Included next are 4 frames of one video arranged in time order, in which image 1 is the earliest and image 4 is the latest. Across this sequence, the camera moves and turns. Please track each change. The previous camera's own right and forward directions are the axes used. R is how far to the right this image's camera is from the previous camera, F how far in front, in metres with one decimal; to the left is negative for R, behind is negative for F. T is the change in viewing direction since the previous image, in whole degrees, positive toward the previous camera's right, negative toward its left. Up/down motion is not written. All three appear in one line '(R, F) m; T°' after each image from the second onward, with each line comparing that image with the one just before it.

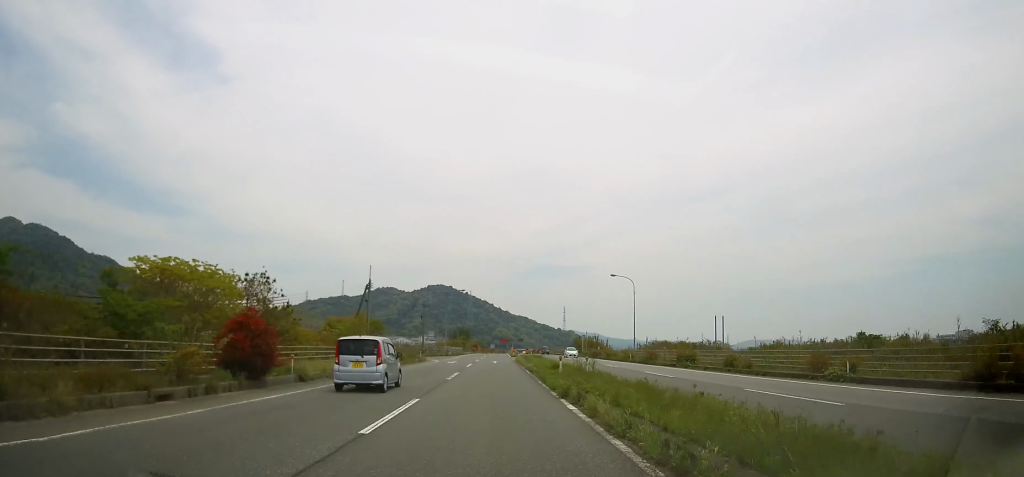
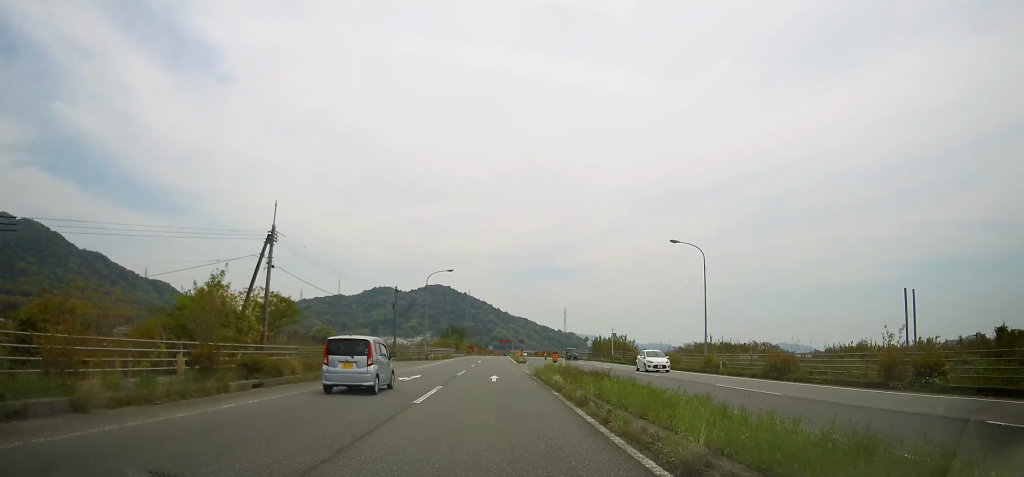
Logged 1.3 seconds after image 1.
(+0.1, +25.2) m; 0°
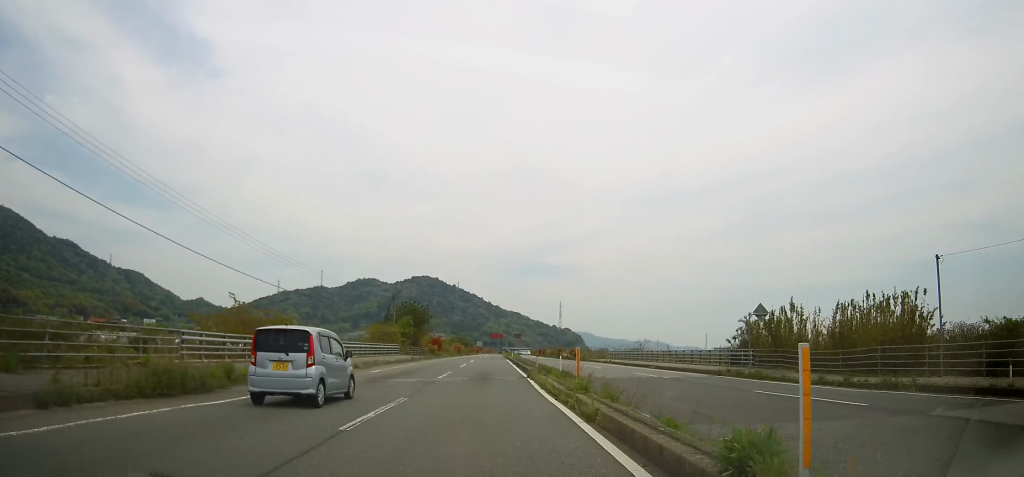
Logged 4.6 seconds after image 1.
(+0.5, +66.0) m; +1°
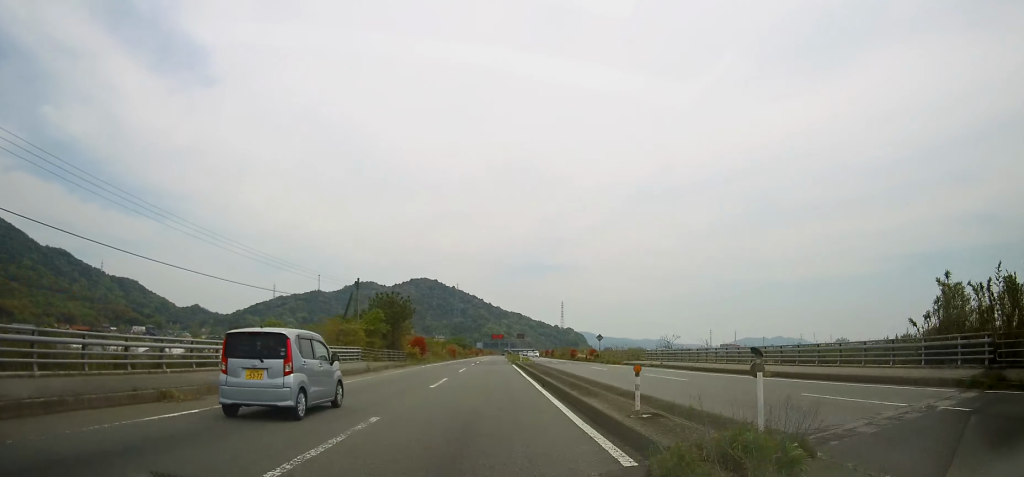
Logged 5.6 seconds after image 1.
(-0.2, +19.1) m; 0°
